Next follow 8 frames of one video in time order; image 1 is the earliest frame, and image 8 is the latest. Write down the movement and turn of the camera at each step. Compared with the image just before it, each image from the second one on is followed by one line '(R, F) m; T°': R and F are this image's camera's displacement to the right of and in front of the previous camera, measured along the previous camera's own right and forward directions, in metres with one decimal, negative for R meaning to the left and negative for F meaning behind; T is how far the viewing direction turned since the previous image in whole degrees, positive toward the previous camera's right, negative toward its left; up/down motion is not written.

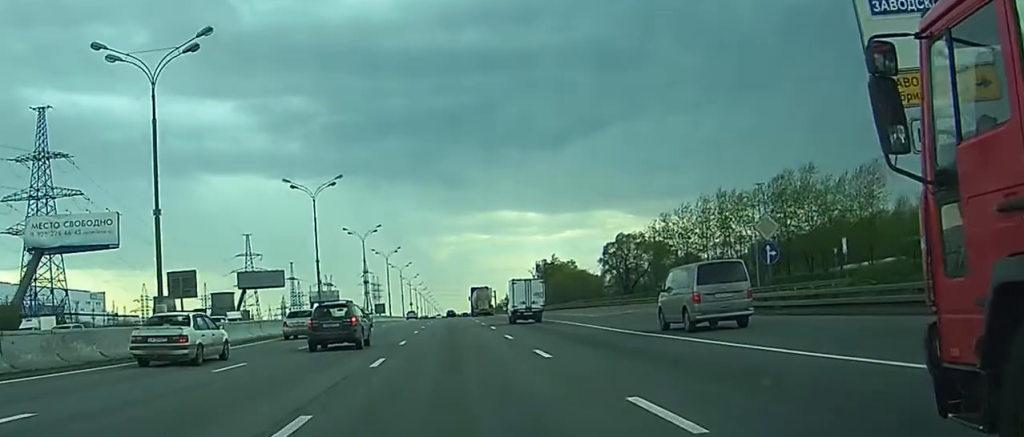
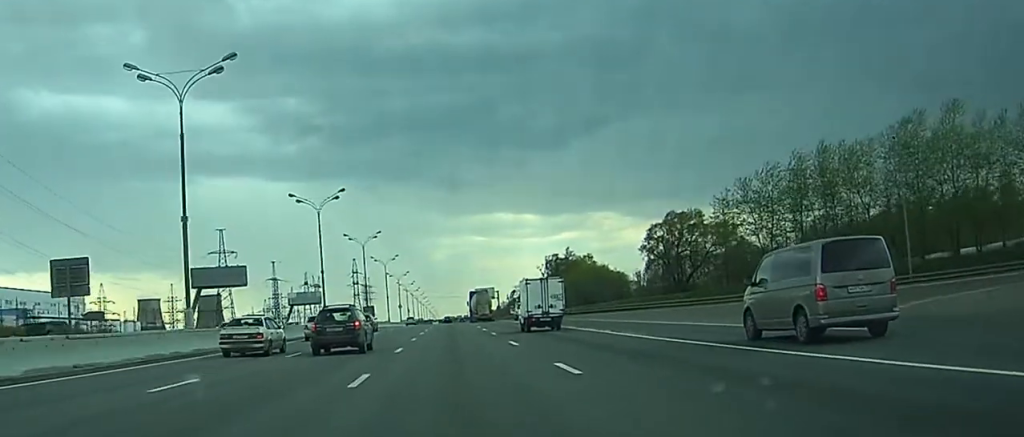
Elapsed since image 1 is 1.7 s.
(+0.2, +37.2) m; 0°
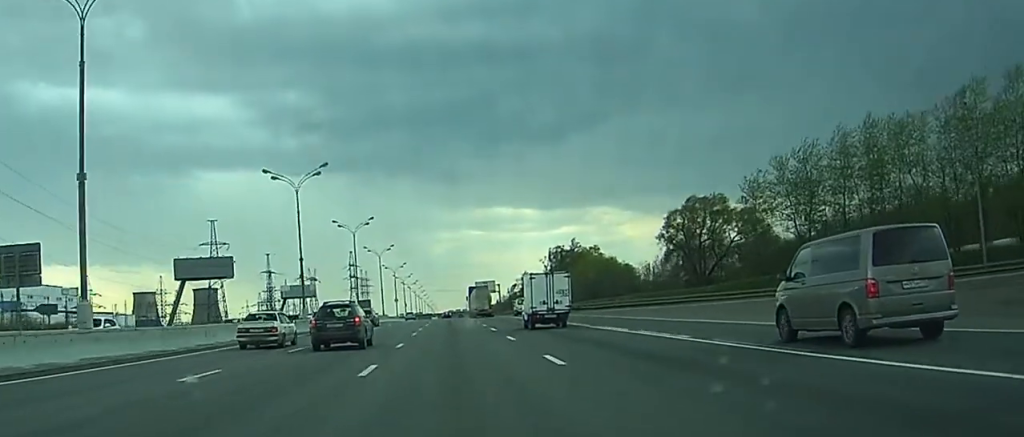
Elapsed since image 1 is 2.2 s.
(+0.1, +10.9) m; -1°
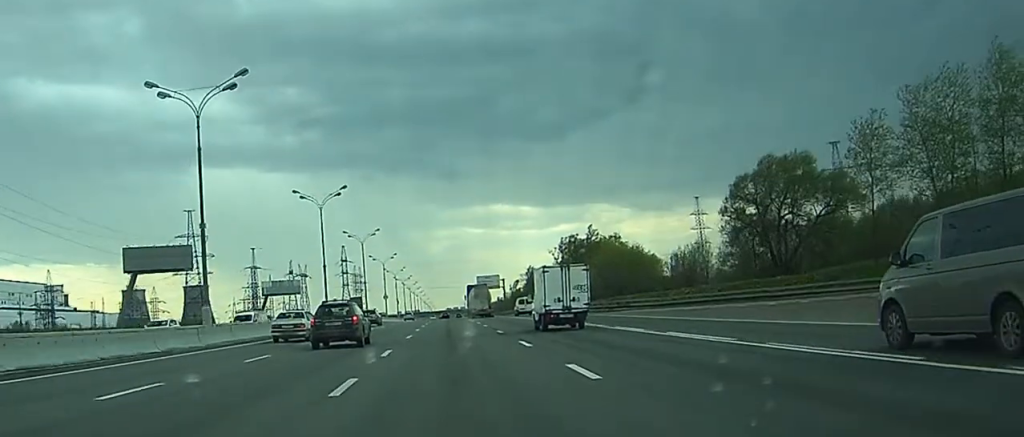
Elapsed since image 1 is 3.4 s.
(-0.4, +26.7) m; -1°
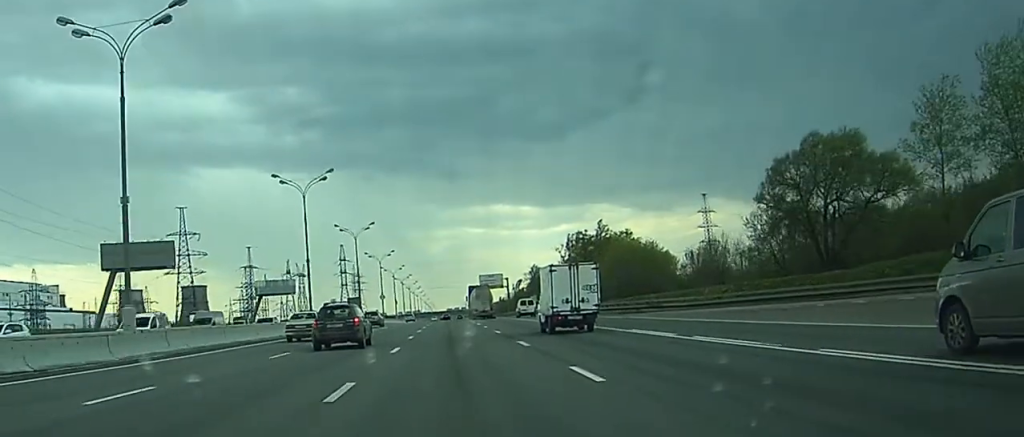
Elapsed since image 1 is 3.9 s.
(0.0, +9.8) m; 0°
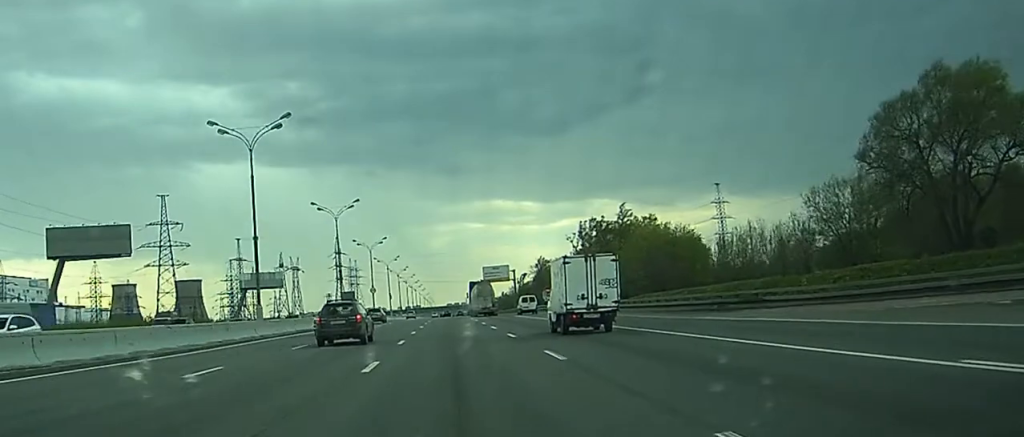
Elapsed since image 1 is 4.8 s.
(0.0, +18.3) m; 0°
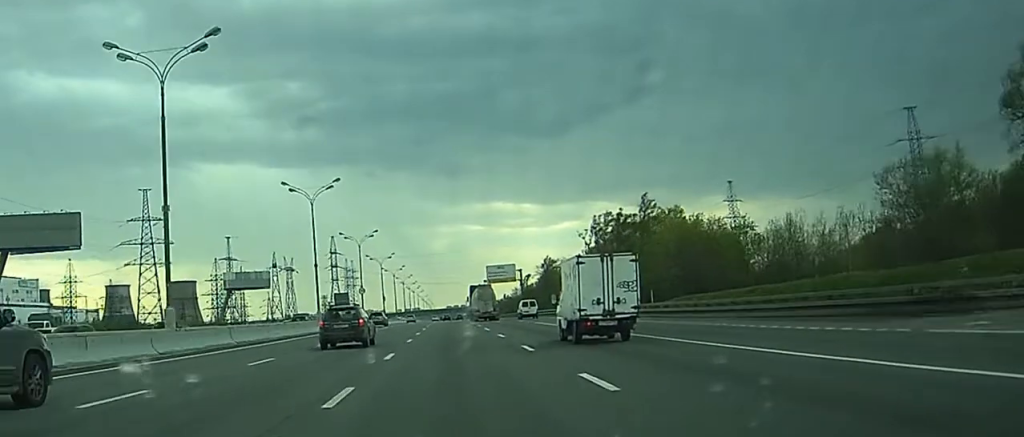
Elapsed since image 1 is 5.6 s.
(0.0, +15.0) m; 0°
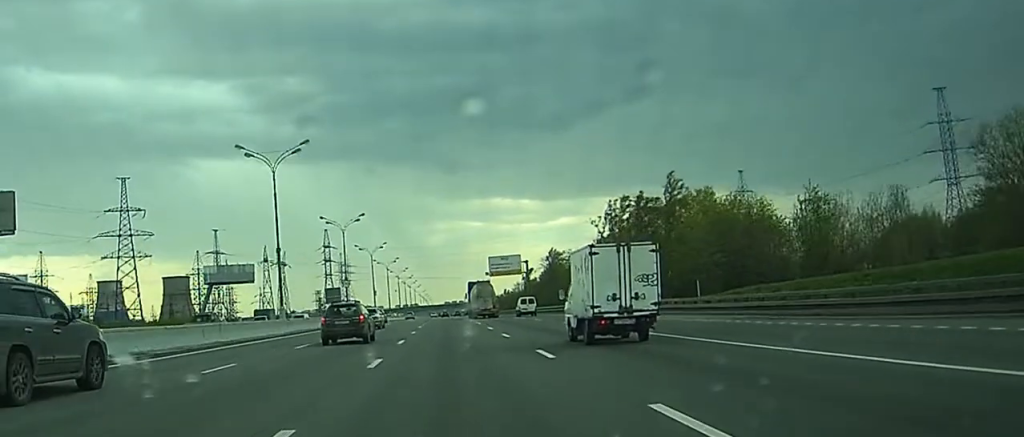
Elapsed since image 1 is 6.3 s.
(+0.1, +14.1) m; 0°
